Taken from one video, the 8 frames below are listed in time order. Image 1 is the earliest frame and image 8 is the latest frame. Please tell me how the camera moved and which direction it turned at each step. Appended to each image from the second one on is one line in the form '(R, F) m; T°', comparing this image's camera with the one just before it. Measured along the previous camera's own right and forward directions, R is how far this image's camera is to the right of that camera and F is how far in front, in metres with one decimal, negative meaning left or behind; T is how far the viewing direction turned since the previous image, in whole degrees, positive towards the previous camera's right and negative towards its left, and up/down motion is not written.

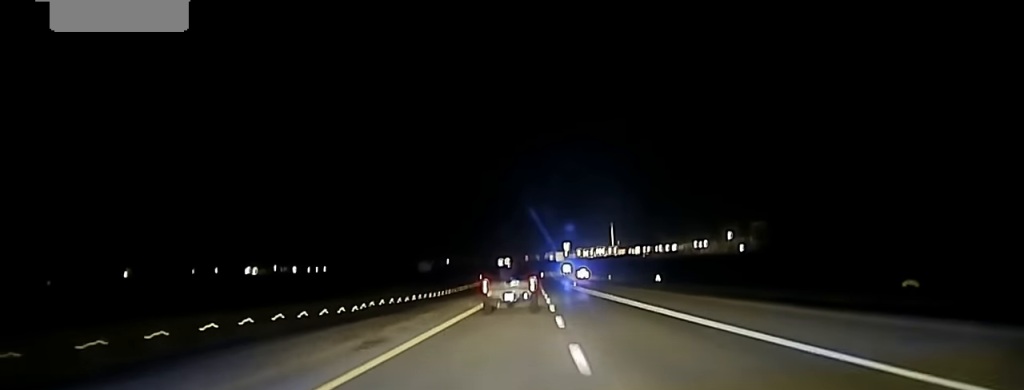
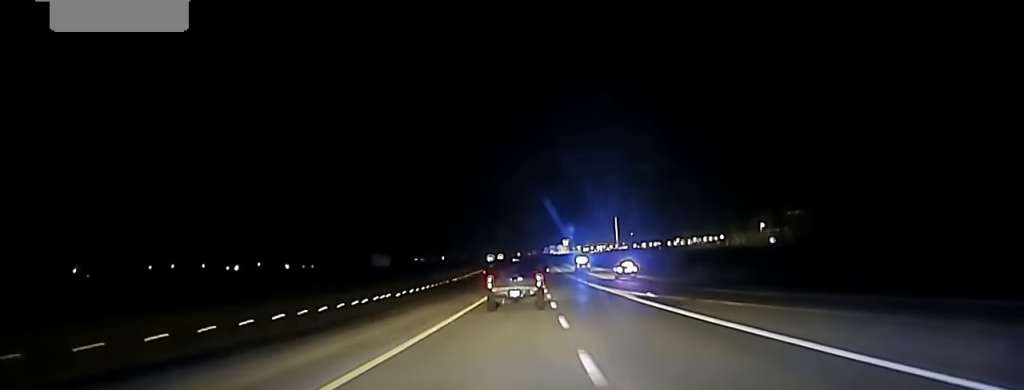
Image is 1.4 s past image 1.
(+0.1, +78.0) m; 0°
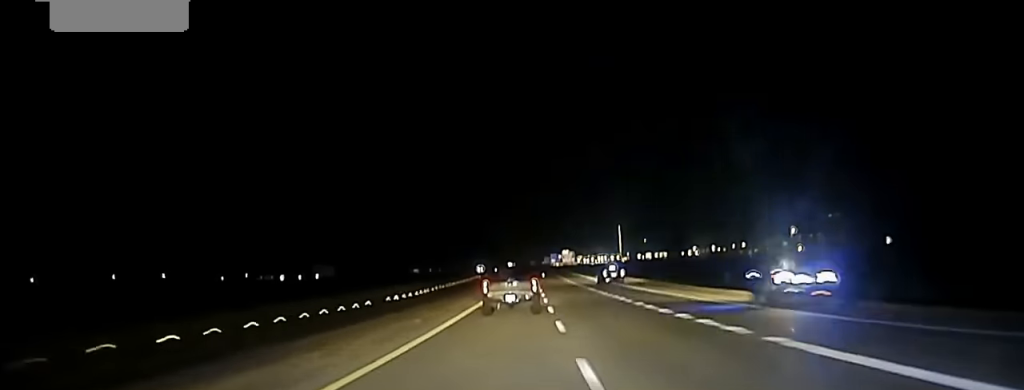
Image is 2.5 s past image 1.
(-0.2, +58.3) m; 0°
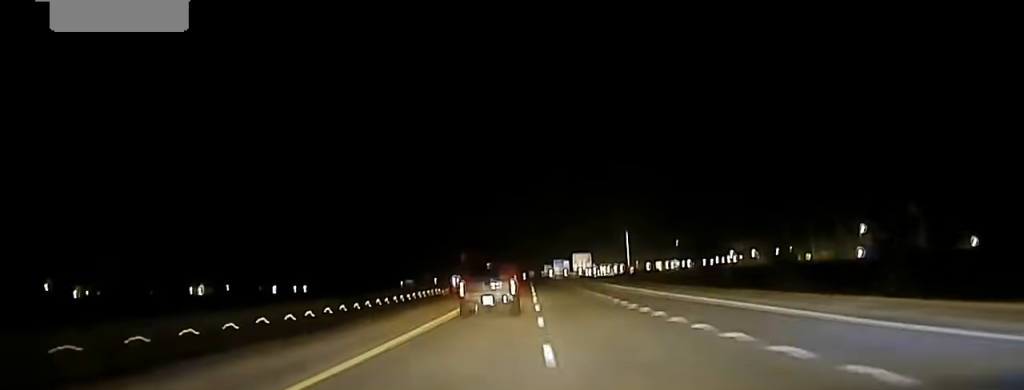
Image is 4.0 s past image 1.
(+0.8, +91.4) m; 0°
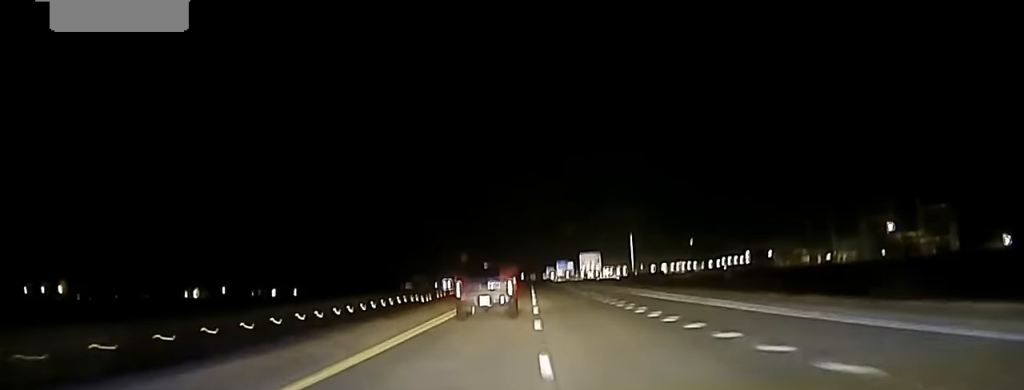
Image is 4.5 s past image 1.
(0.0, +27.1) m; 0°
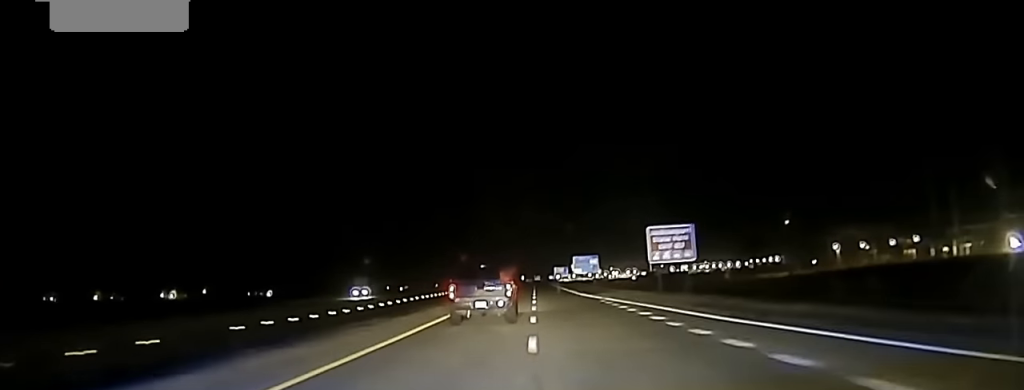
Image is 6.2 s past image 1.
(-1.0, +111.8) m; 0°
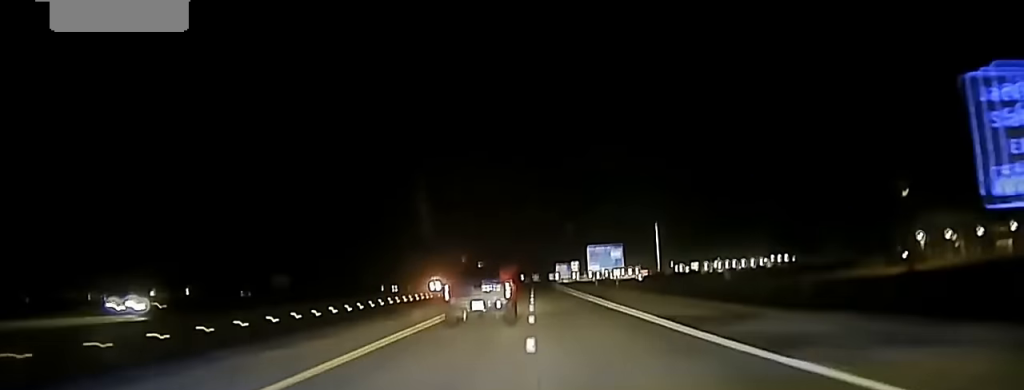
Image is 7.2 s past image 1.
(+0.1, +53.2) m; 0°
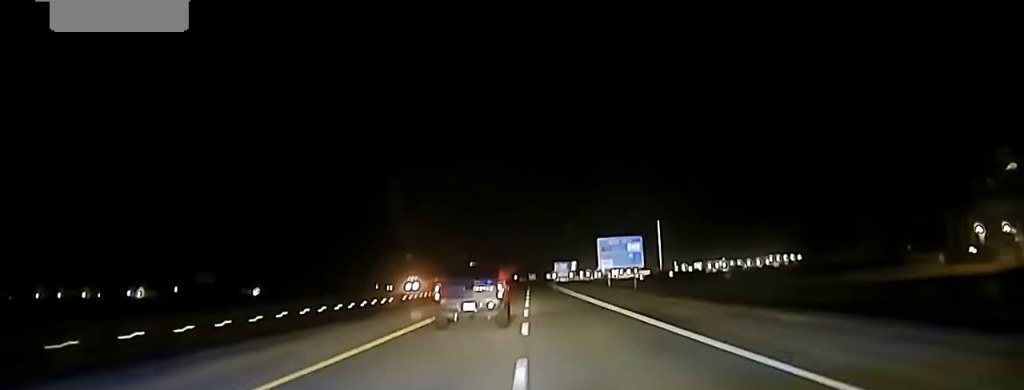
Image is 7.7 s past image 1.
(+0.1, +26.2) m; 0°
